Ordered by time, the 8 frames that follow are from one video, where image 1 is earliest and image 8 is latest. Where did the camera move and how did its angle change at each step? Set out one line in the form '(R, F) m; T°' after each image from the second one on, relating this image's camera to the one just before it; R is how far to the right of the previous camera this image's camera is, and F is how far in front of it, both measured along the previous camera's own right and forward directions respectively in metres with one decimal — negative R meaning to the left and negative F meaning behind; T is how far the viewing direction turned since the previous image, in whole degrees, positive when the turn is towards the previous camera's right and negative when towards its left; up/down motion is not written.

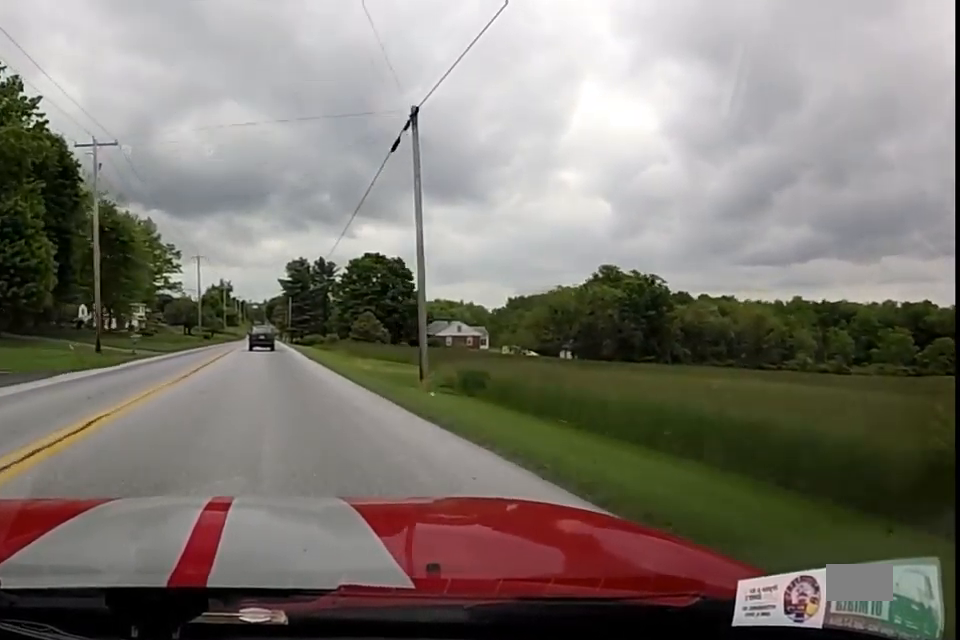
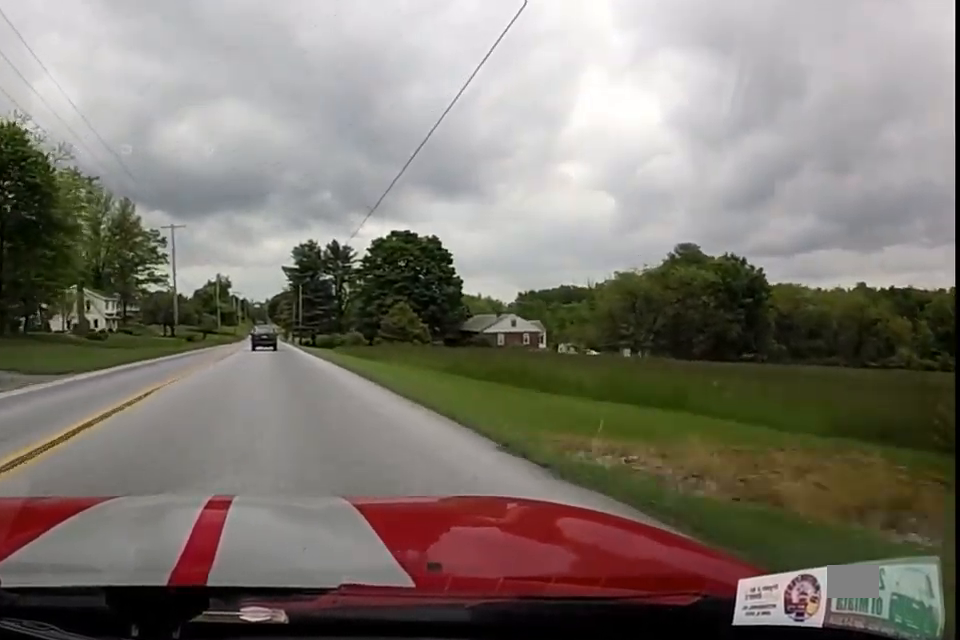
(+0.1, +26.5) m; +1°
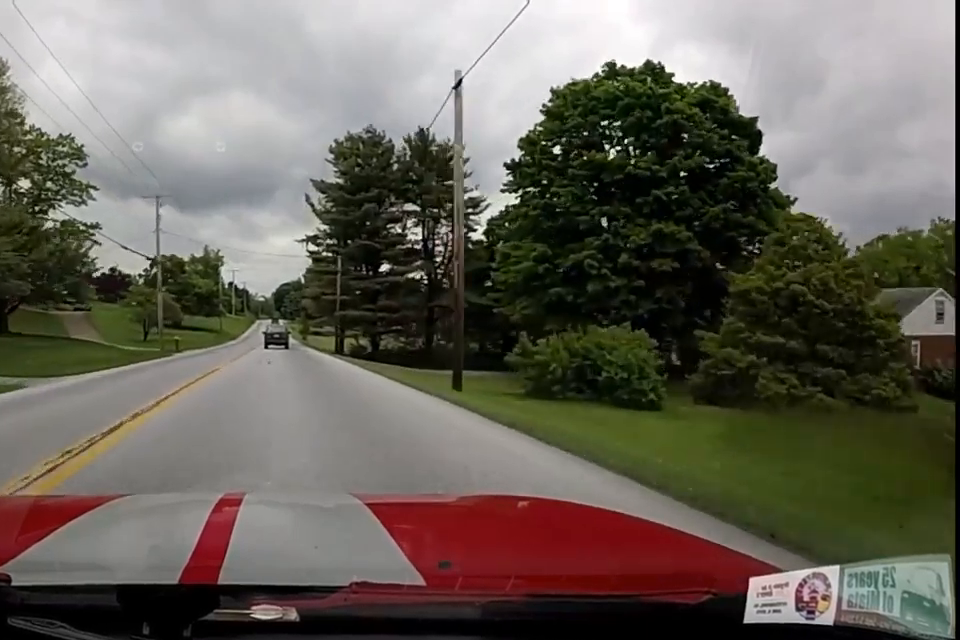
(-0.4, +64.9) m; -2°
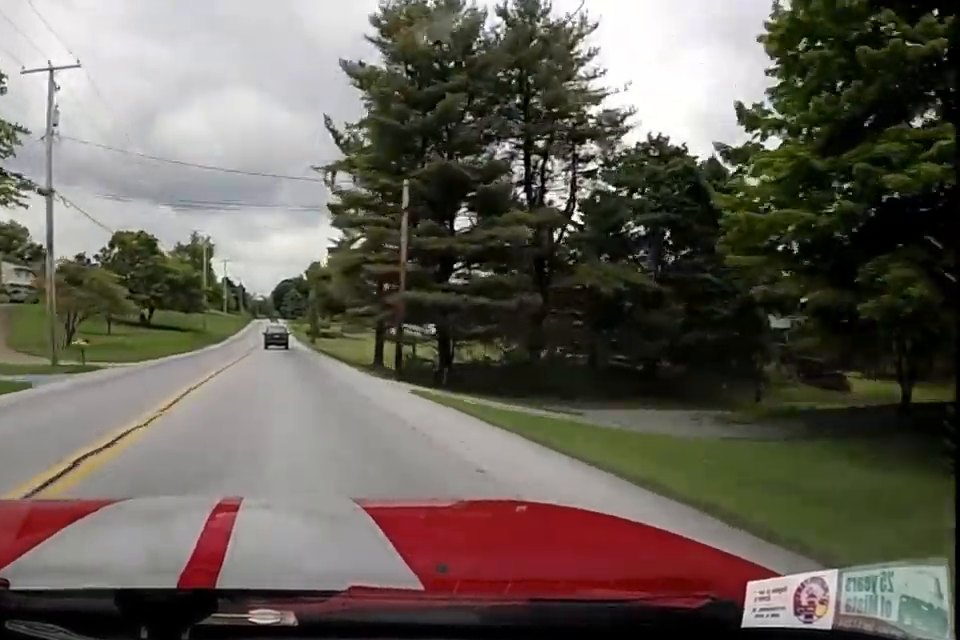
(0.0, +22.9) m; 0°
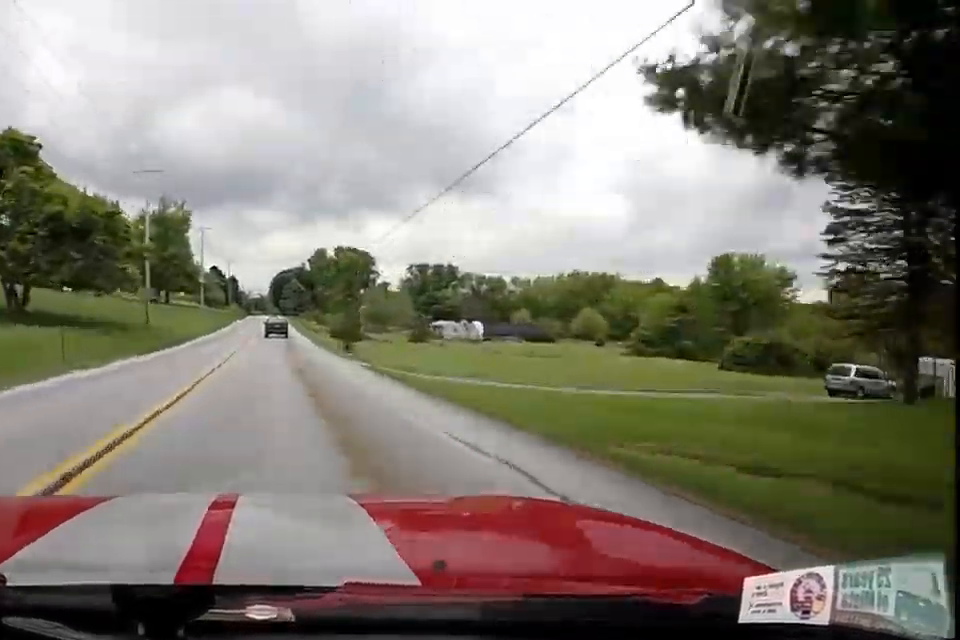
(0.0, +36.8) m; 0°
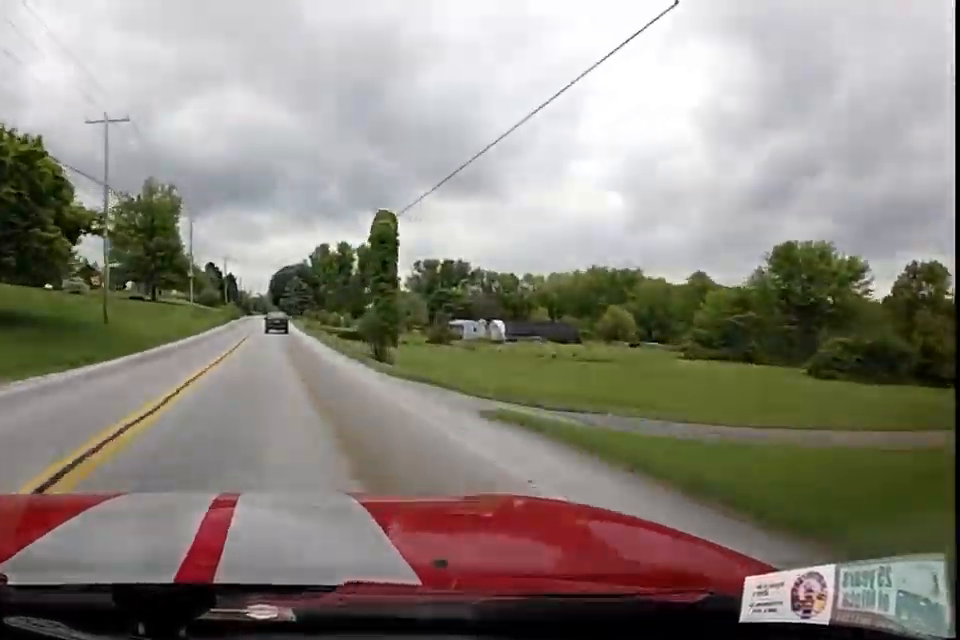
(0.0, +11.4) m; 0°
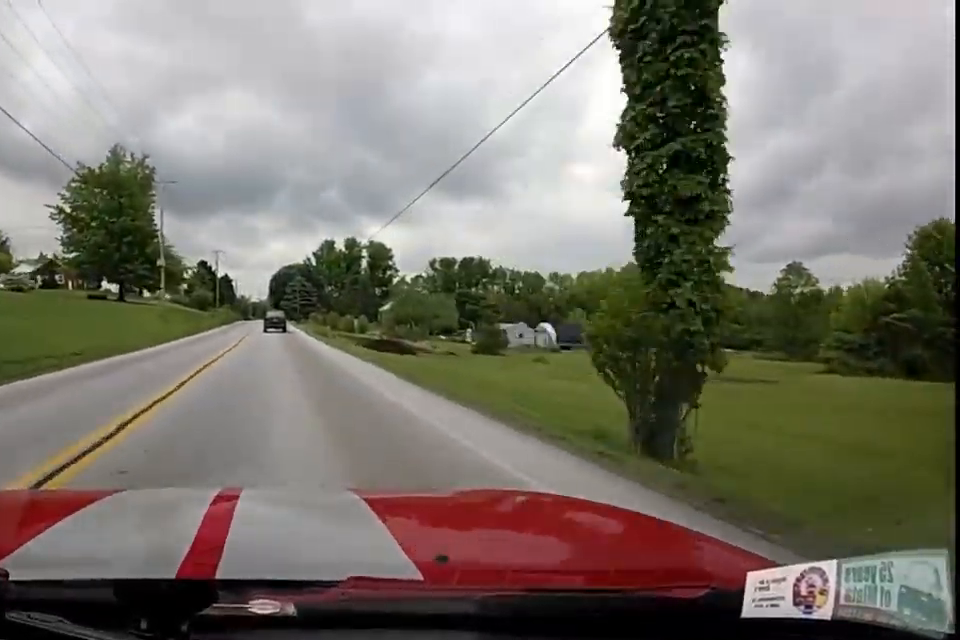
(0.0, +19.6) m; 0°
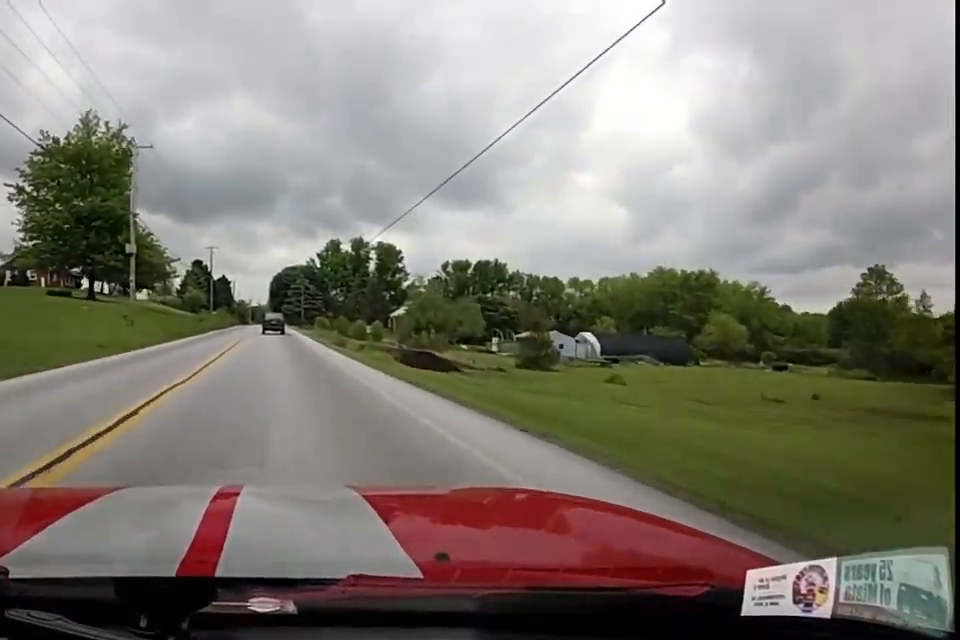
(0.0, +12.2) m; 0°
